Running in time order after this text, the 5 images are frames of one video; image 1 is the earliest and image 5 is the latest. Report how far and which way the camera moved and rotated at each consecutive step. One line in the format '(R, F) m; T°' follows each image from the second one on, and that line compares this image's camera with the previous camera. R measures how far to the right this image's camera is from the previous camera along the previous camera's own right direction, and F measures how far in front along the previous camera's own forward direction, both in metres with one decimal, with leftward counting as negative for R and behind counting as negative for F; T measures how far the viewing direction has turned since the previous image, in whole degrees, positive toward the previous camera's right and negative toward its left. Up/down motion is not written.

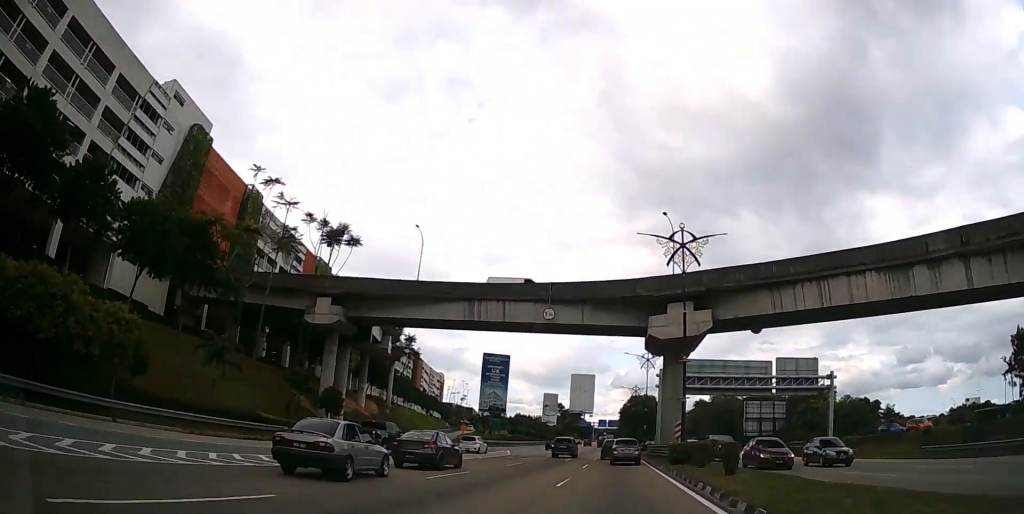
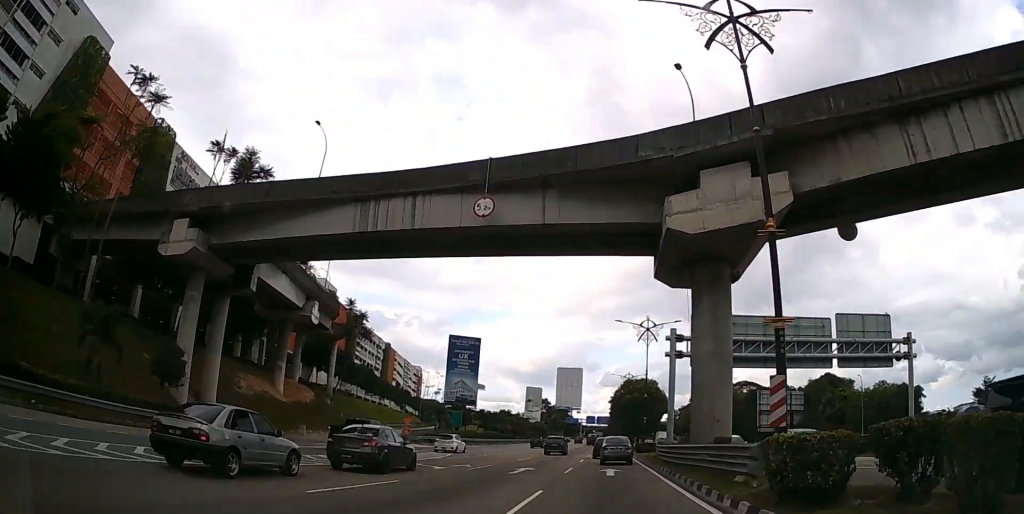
(+0.1, +18.1) m; +1°
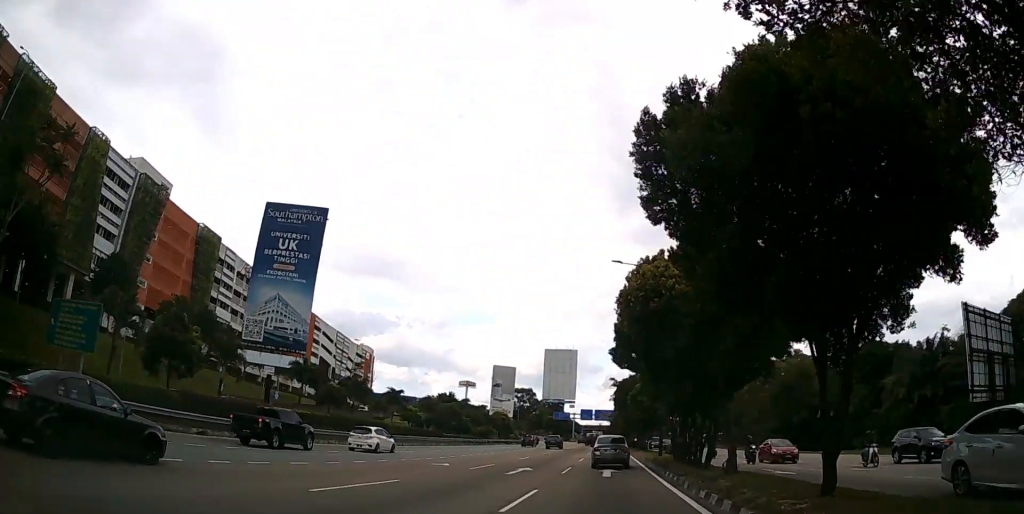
(+0.4, +60.2) m; 0°
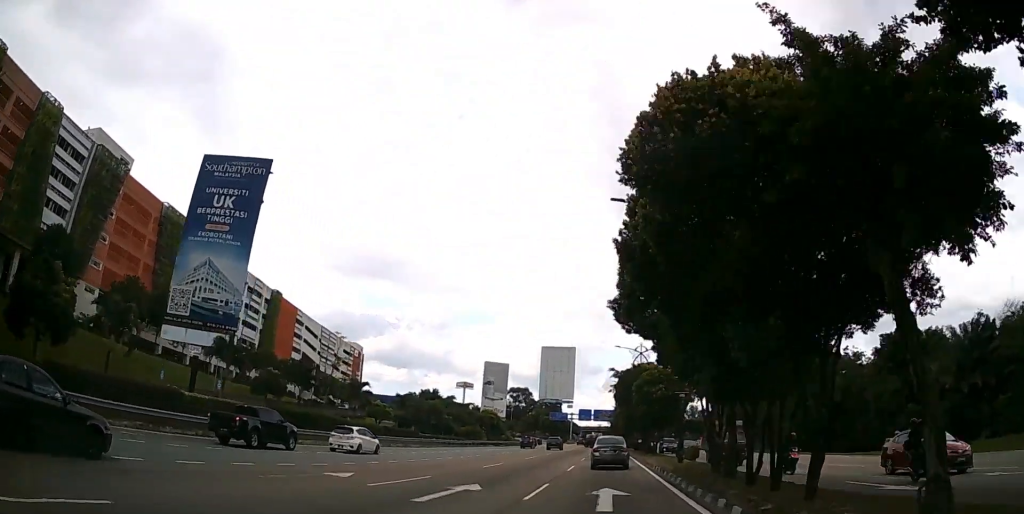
(0.0, +9.2) m; 0°
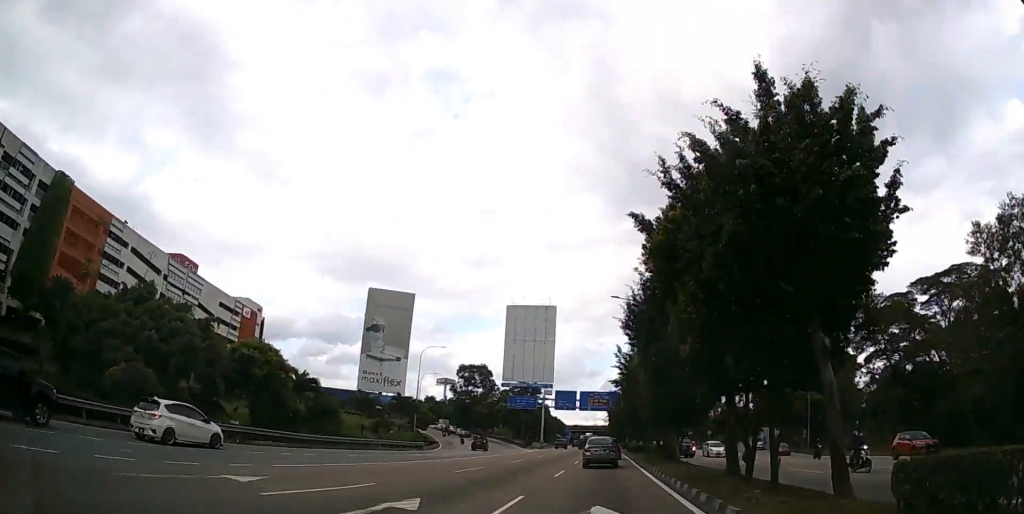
(+0.1, +64.2) m; 0°
